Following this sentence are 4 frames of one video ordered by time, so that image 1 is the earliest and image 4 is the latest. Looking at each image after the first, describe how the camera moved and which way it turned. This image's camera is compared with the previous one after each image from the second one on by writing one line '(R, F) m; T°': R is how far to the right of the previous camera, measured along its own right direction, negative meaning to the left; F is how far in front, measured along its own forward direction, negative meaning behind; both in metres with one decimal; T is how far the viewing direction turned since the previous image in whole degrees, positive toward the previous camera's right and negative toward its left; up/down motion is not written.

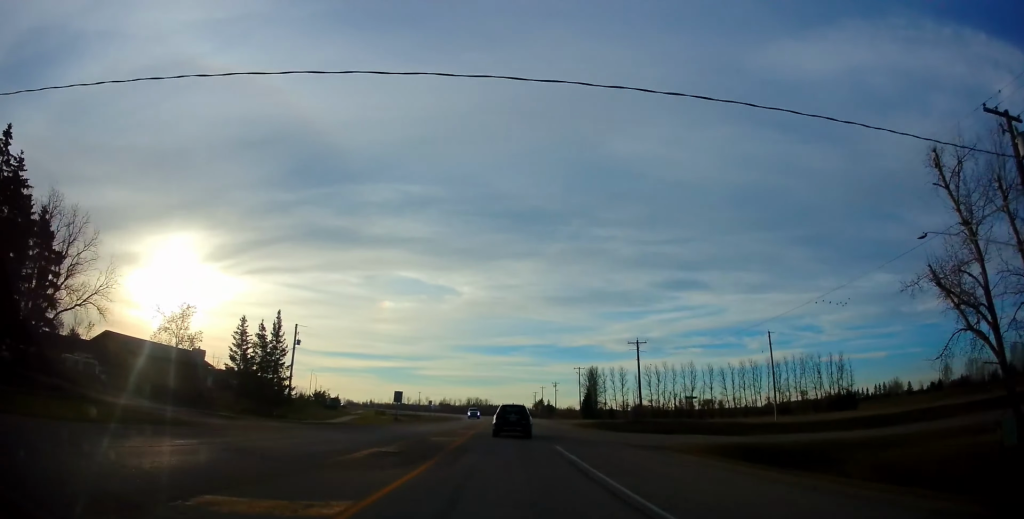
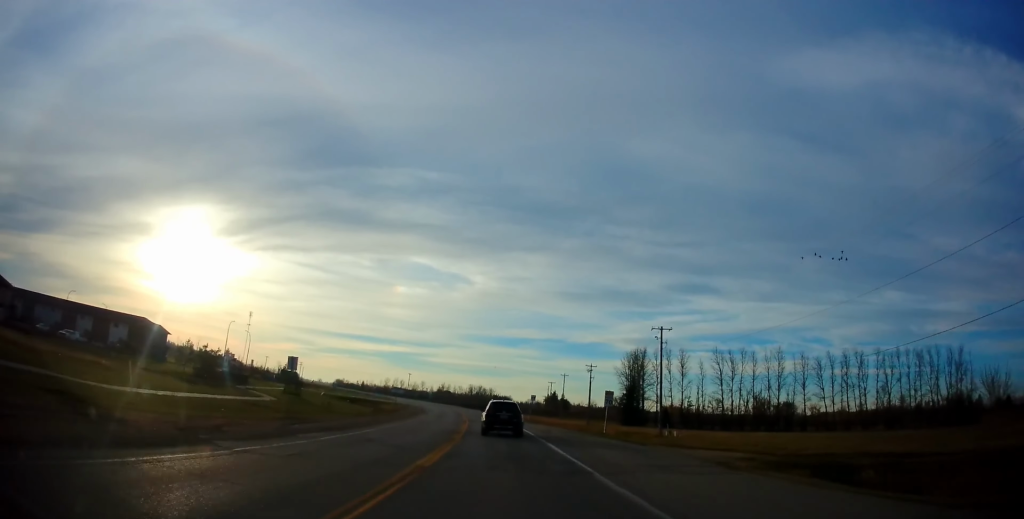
(+0.6, +59.7) m; 0°
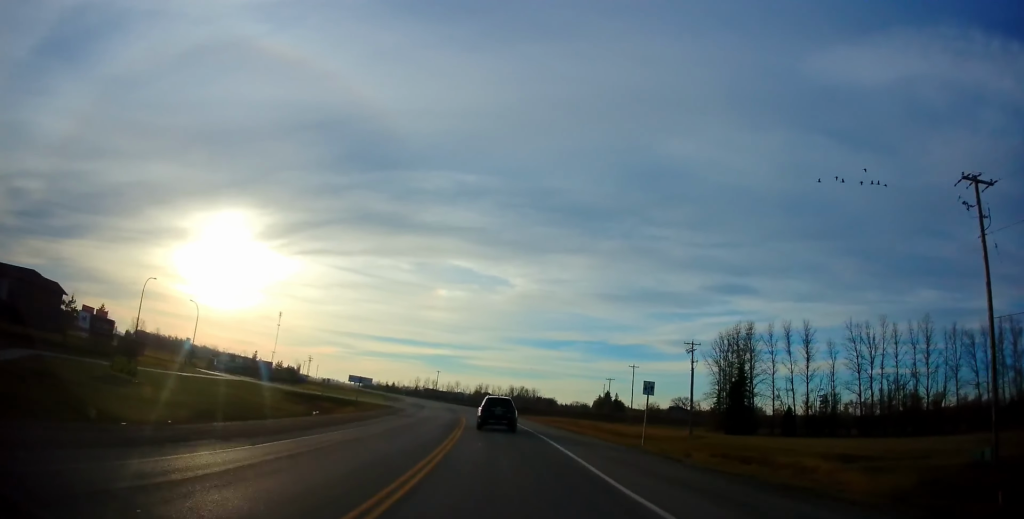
(-1.9, +50.9) m; -5°
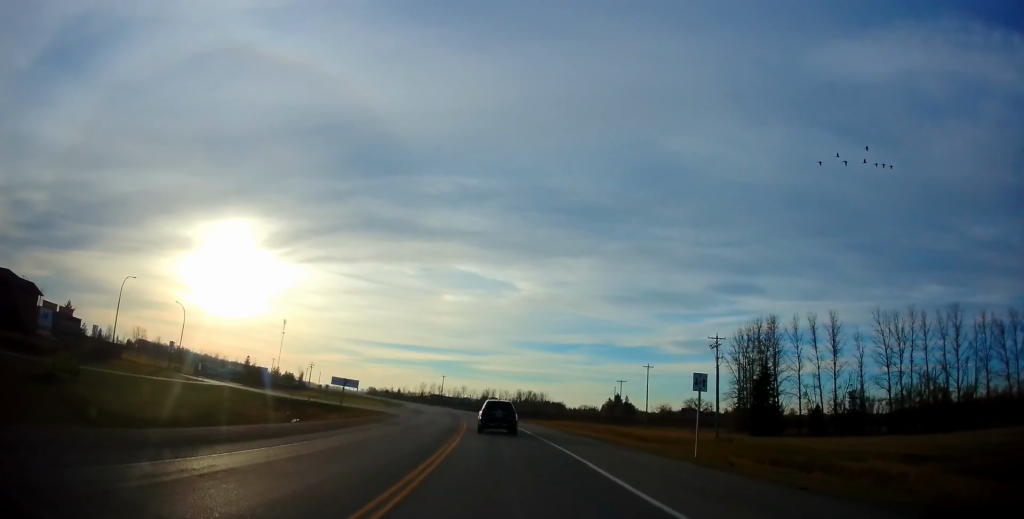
(0.0, +7.5) m; -1°
